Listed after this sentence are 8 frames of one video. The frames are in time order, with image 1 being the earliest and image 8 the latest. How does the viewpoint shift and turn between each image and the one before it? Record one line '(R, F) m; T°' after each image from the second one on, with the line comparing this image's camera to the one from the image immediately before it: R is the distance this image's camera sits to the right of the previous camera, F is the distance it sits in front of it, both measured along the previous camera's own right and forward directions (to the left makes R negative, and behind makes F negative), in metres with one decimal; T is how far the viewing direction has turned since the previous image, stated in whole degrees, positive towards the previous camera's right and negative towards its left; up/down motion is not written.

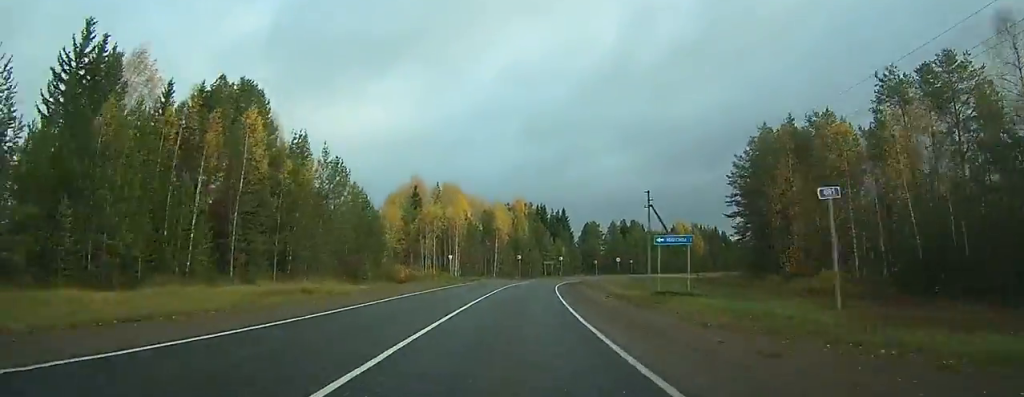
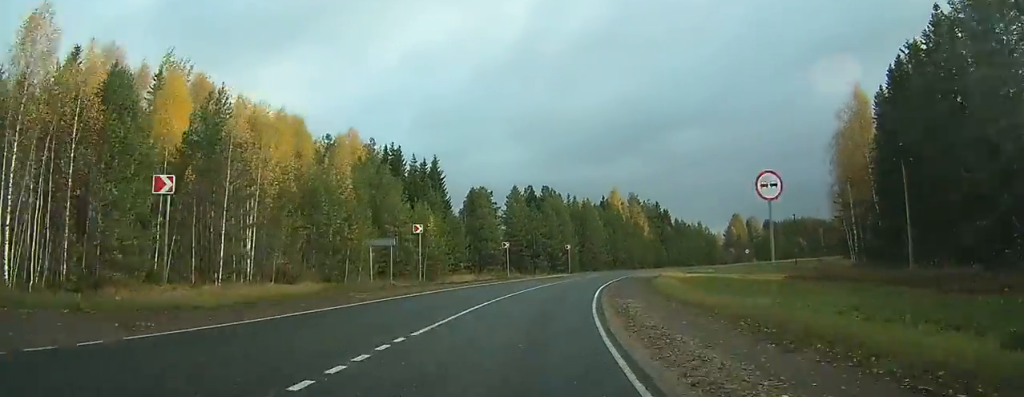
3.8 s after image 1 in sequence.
(+4.1, +77.7) m; +11°
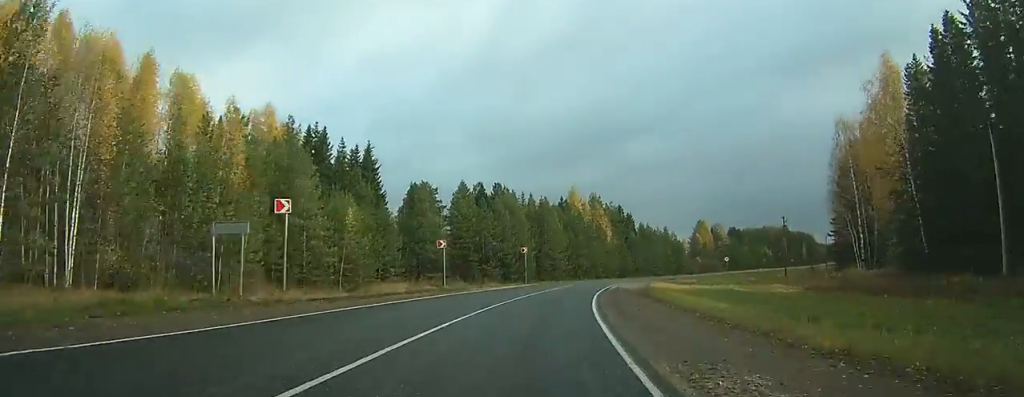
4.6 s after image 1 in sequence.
(+1.4, +15.0) m; +5°
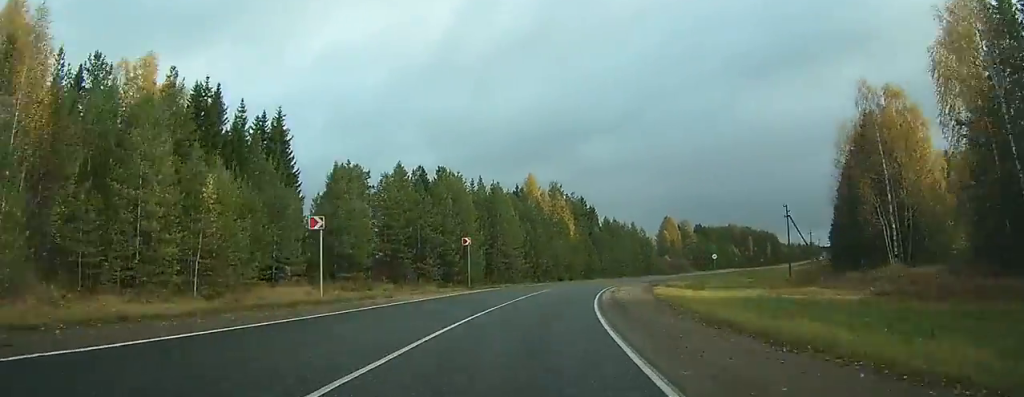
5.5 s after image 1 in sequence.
(+0.5, +17.5) m; +5°
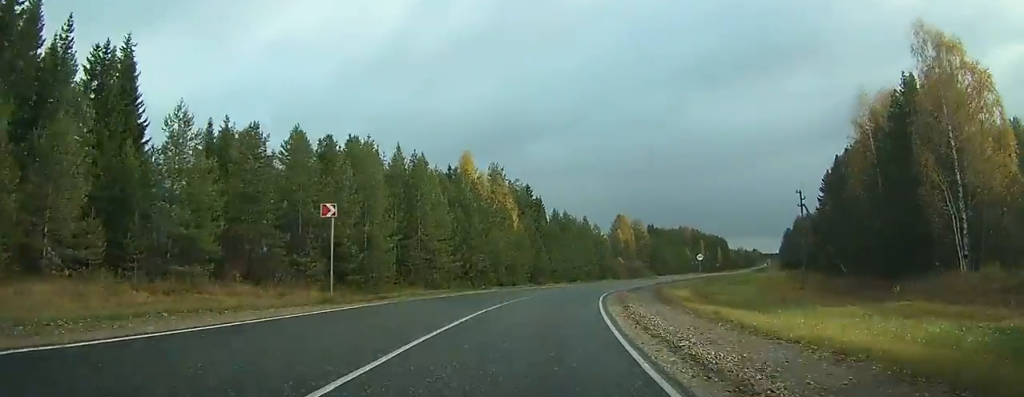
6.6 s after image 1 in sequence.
(+1.4, +19.7) m; +6°
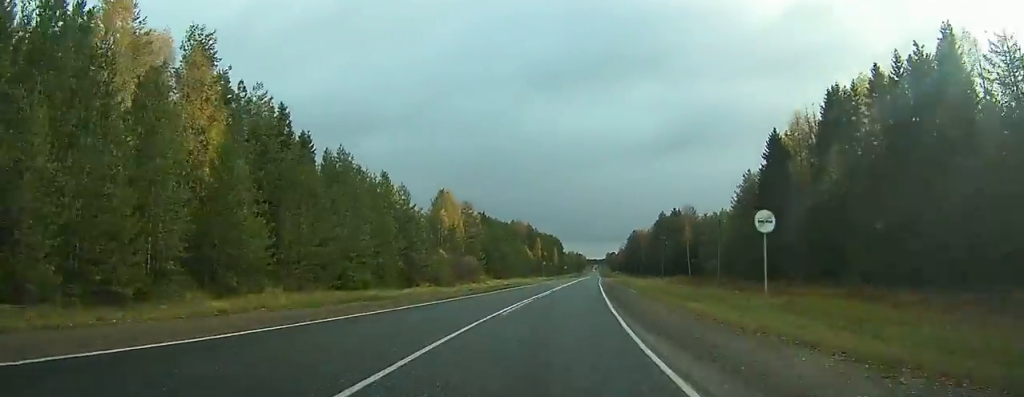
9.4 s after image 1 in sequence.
(+7.7, +51.6) m; +16°
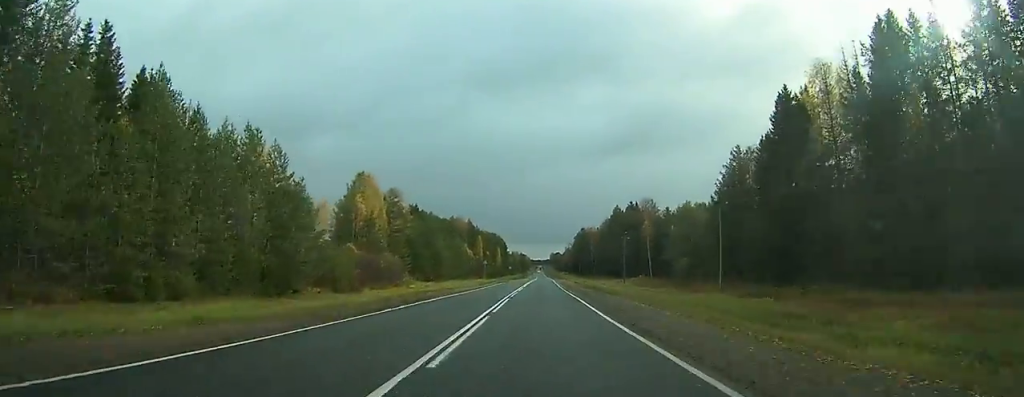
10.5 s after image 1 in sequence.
(+1.2, +22.2) m; +4°
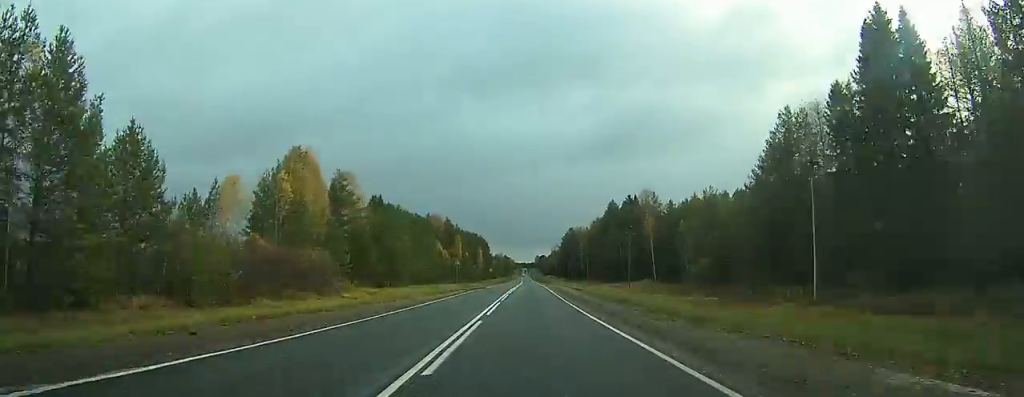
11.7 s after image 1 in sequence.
(+0.9, +22.7) m; +3°
